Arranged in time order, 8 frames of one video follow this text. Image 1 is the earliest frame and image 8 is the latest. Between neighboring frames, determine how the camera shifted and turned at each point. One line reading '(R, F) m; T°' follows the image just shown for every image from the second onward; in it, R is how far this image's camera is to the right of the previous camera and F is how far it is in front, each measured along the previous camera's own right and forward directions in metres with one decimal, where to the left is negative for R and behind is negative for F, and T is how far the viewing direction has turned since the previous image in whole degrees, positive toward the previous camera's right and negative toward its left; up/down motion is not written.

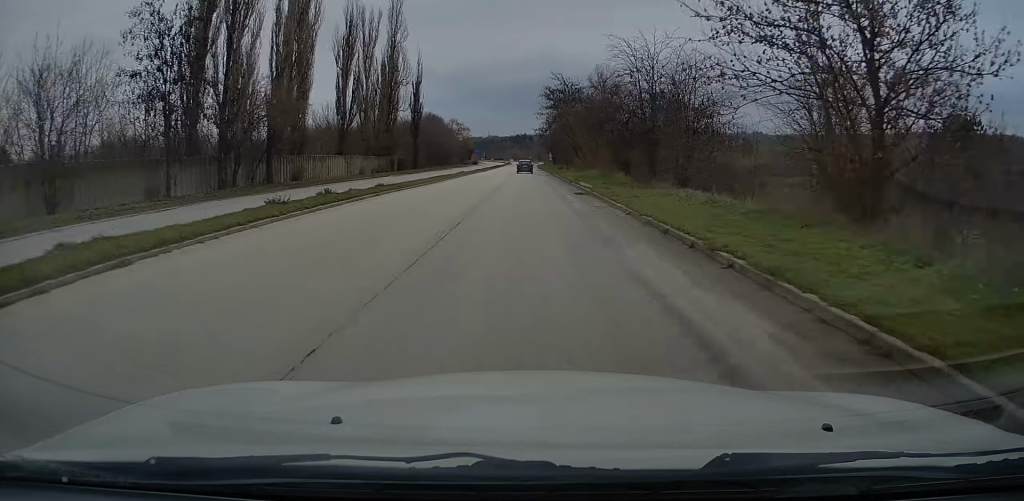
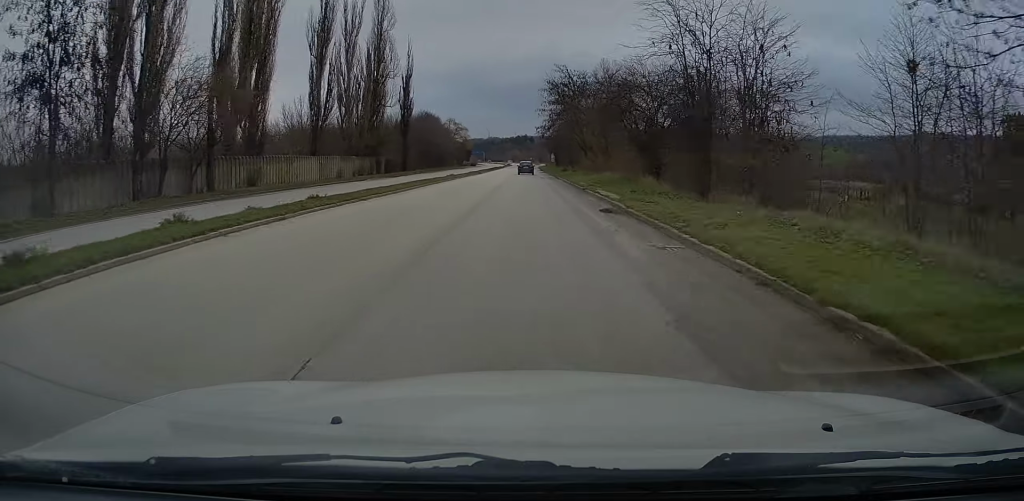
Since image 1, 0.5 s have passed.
(-0.1, +9.2) m; 0°
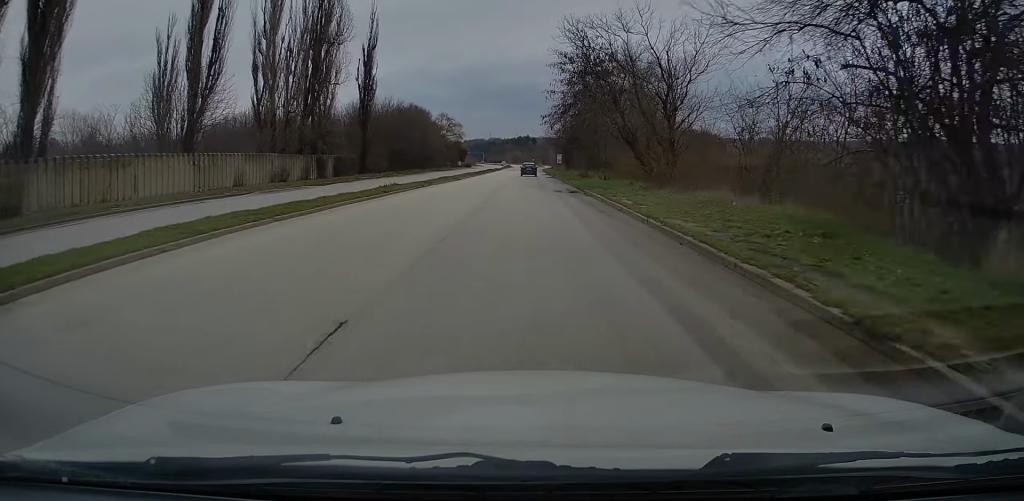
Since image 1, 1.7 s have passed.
(+0.5, +24.3) m; +1°
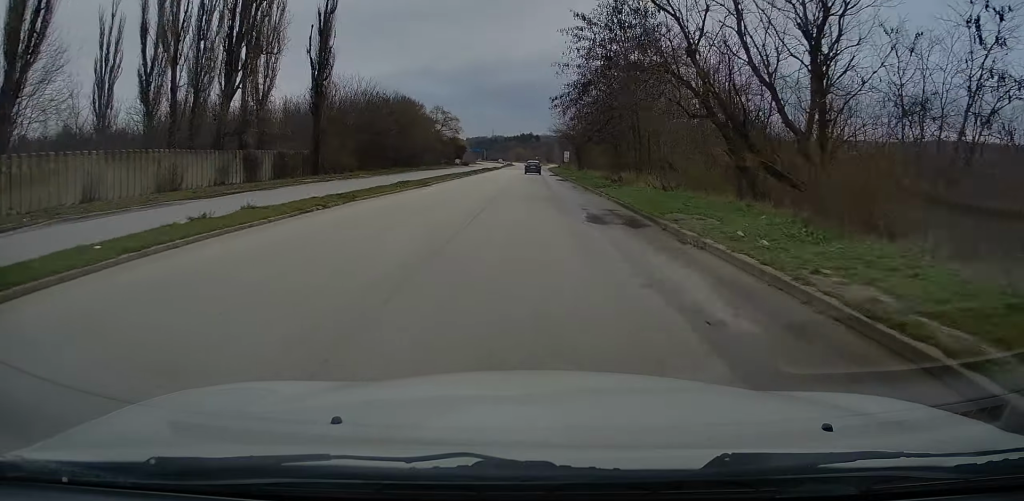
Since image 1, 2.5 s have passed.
(0.0, +16.4) m; -1°
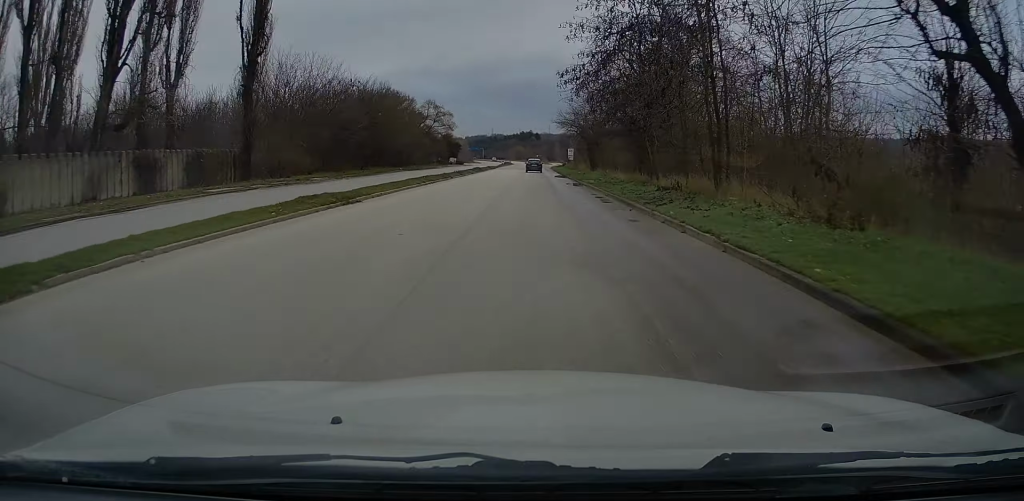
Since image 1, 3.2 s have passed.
(-0.3, +13.2) m; 0°
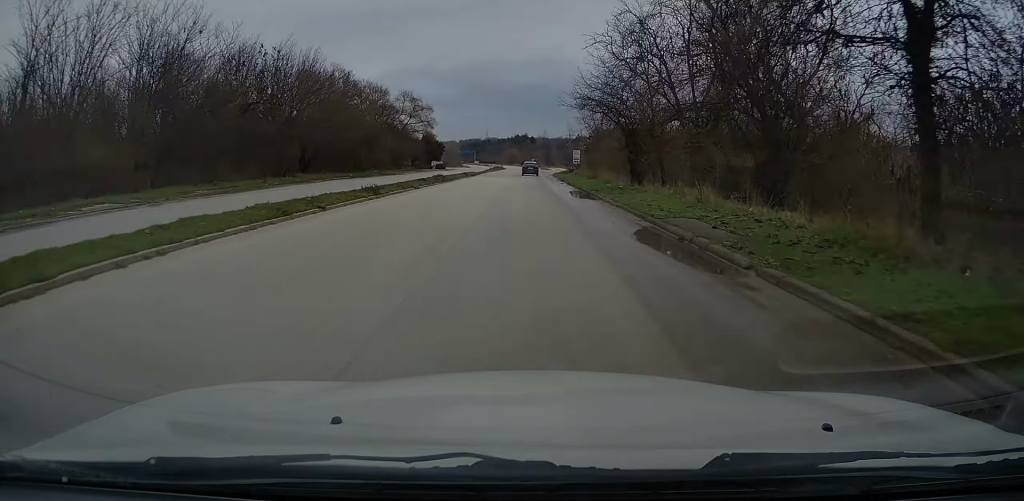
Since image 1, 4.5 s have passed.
(+0.4, +25.2) m; +1°
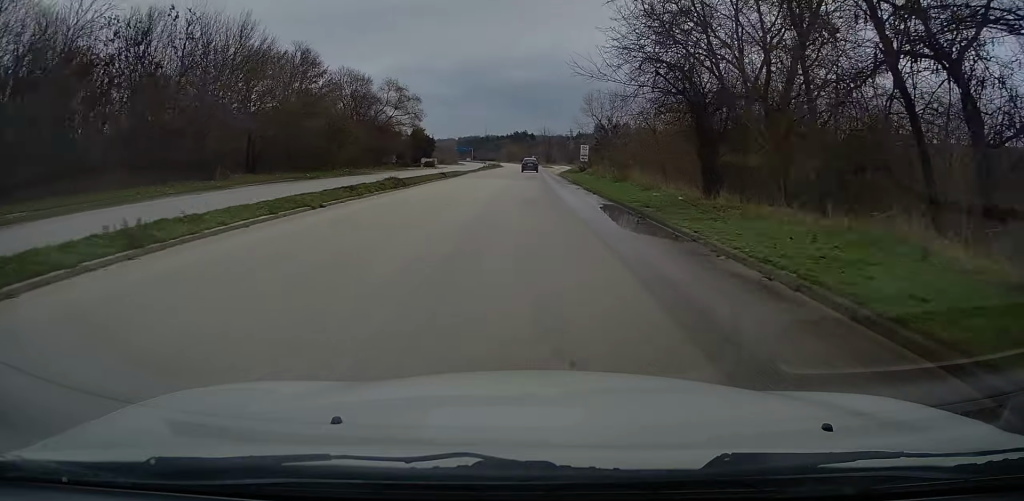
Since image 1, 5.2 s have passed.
(0.0, +14.0) m; -1°
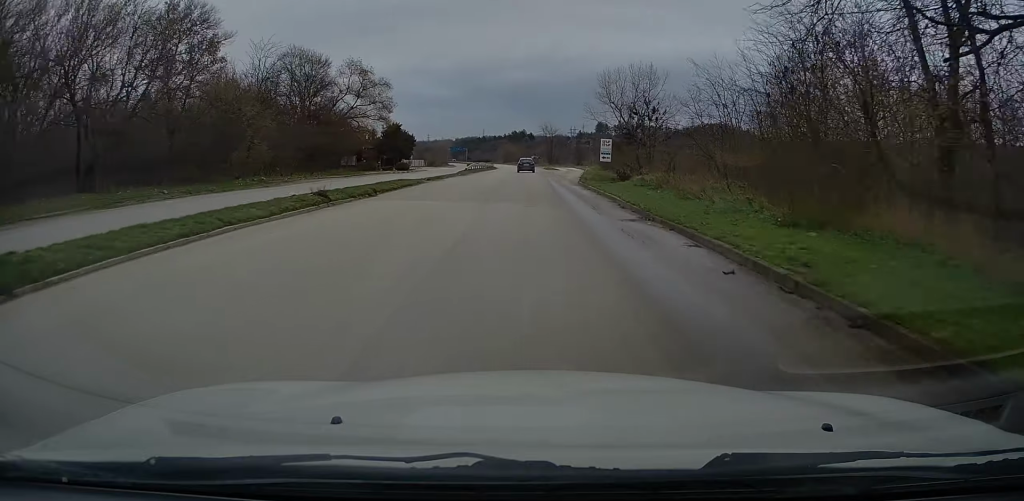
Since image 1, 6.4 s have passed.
(-0.4, +23.9) m; 0°
